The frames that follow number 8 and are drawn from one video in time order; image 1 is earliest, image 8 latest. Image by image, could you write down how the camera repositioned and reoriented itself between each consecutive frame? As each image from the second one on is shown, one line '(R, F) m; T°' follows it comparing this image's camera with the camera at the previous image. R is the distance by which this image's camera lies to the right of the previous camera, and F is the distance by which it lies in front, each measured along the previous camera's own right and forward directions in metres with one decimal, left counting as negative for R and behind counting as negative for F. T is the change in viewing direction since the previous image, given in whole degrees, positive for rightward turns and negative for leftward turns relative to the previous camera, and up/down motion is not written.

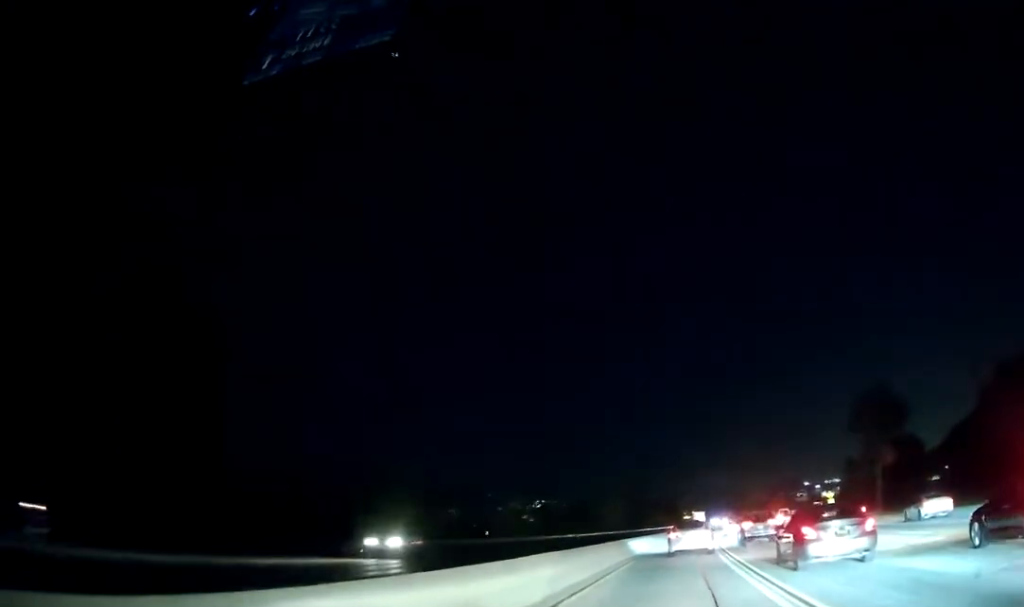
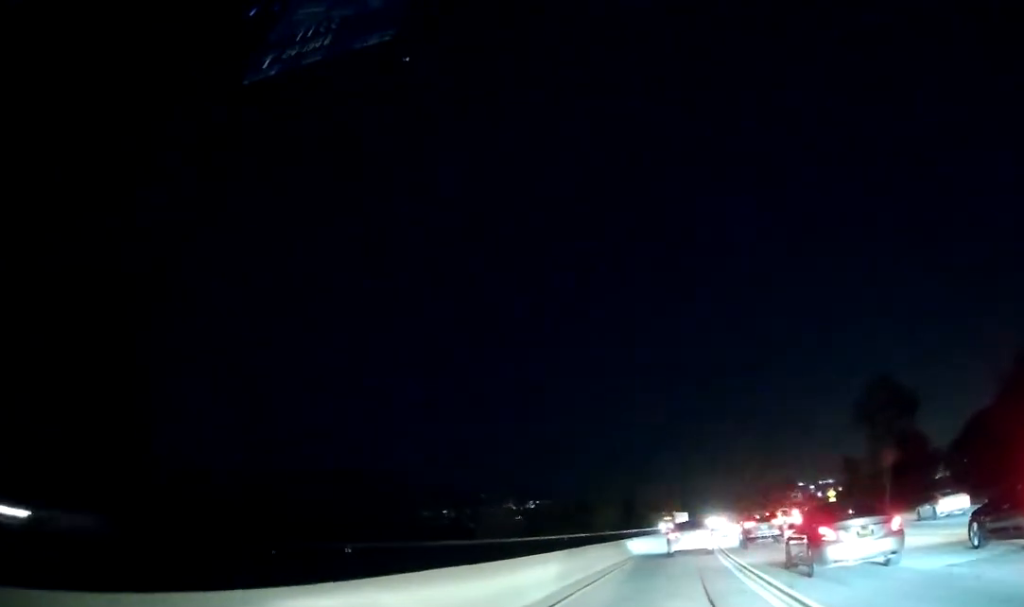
(0.0, +7.6) m; 0°
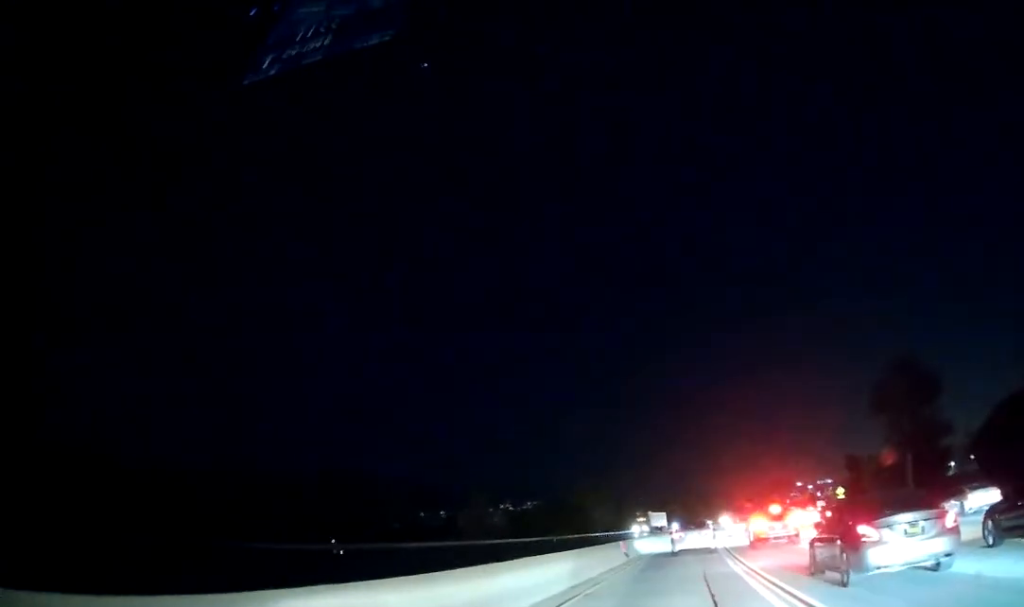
(0.0, +10.0) m; +1°
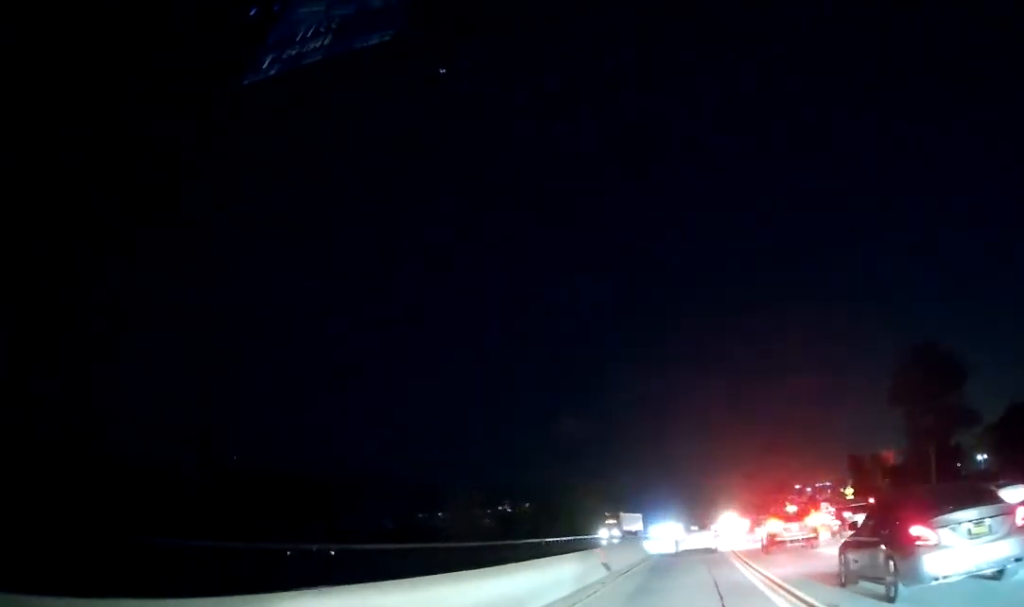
(+0.1, +8.5) m; +1°
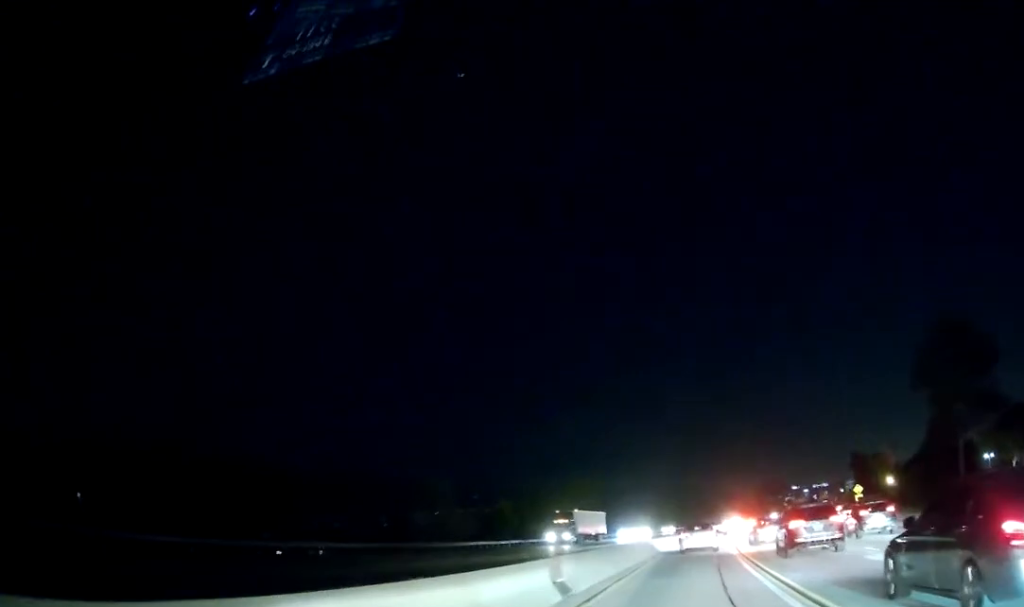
(0.0, +8.8) m; 0°
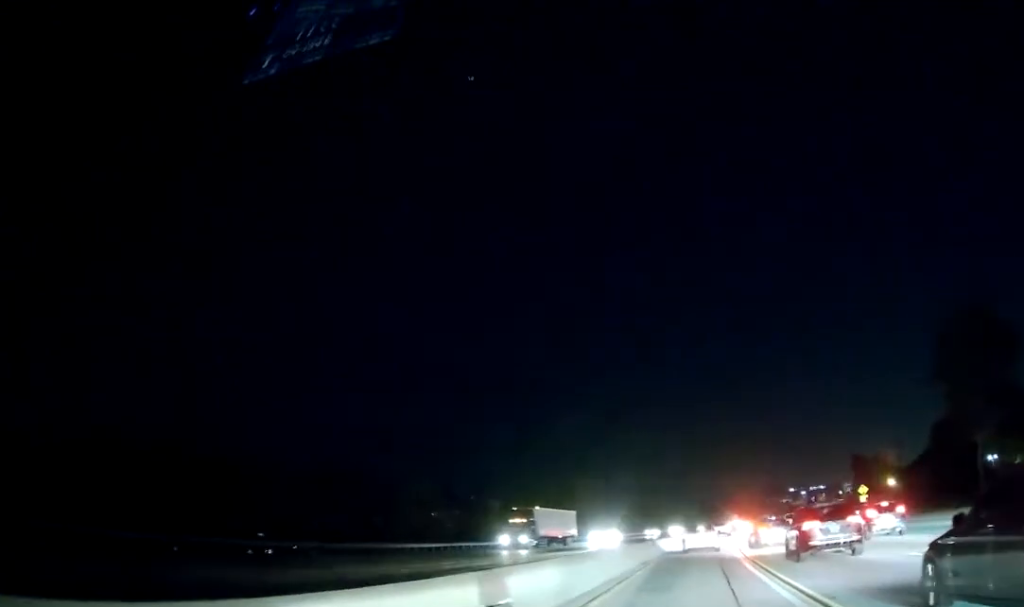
(-0.1, +4.6) m; 0°
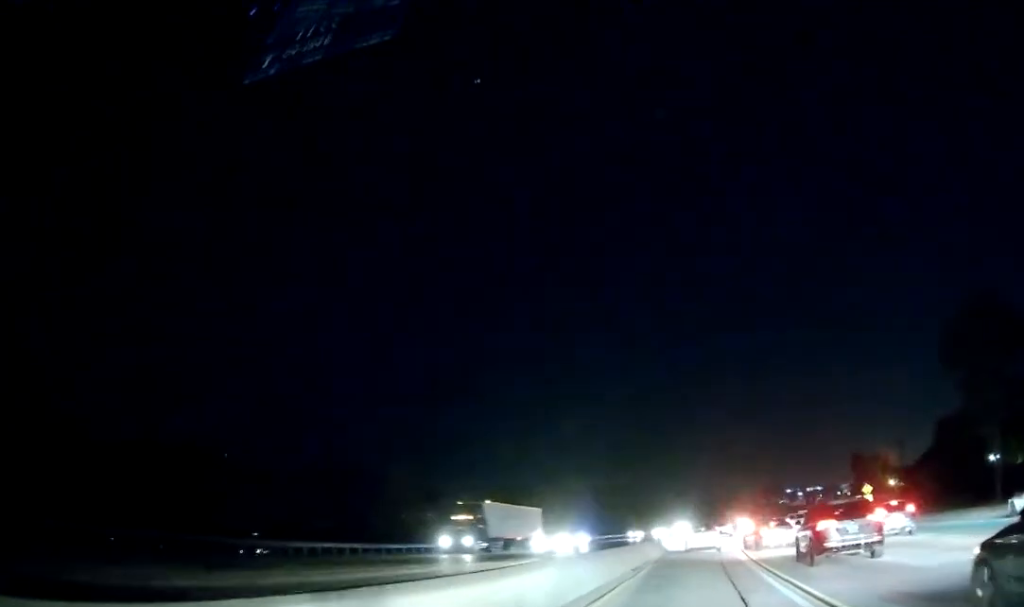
(+0.1, +4.0) m; 0°
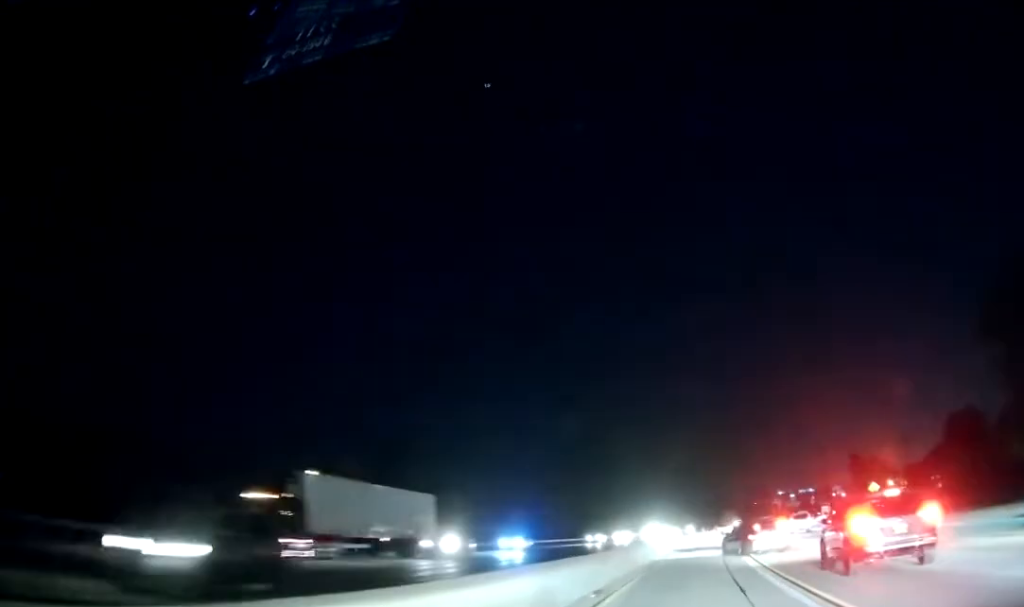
(+0.1, +7.6) m; +1°
